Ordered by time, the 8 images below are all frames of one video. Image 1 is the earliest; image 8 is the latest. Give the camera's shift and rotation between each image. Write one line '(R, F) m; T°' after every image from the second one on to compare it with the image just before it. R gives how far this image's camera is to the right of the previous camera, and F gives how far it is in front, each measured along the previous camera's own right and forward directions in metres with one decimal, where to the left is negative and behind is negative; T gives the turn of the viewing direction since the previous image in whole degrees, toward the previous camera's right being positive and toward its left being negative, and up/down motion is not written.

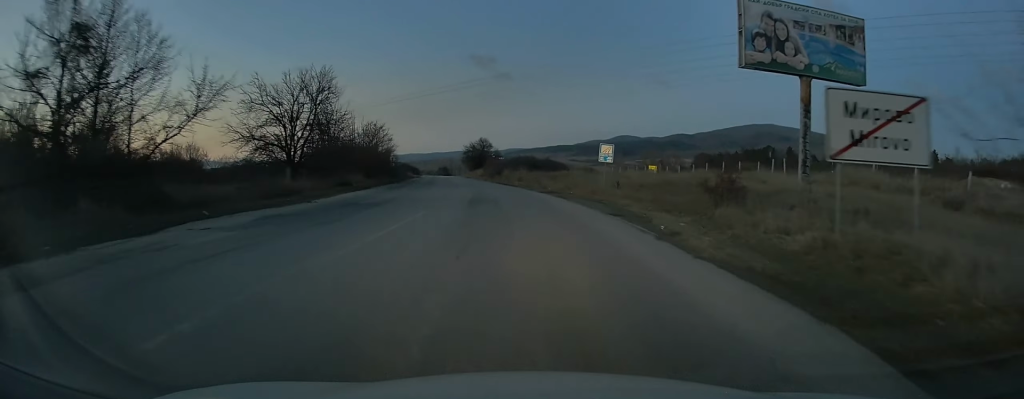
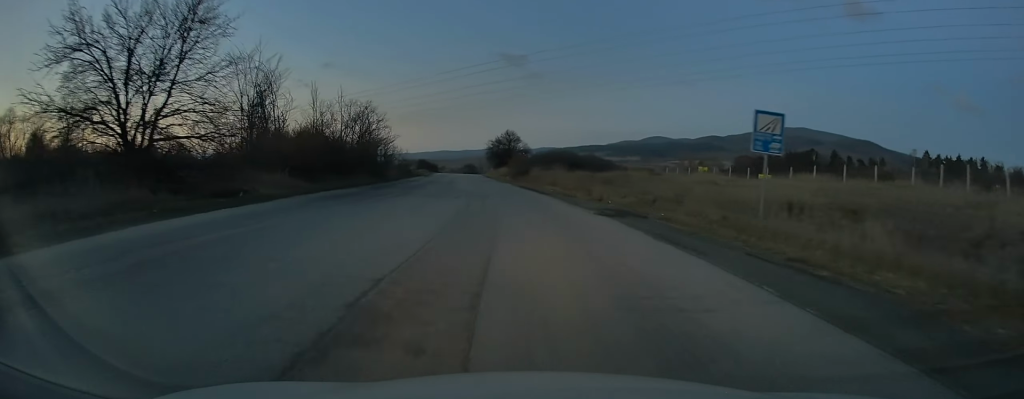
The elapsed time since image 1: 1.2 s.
(-0.3, +19.5) m; -3°
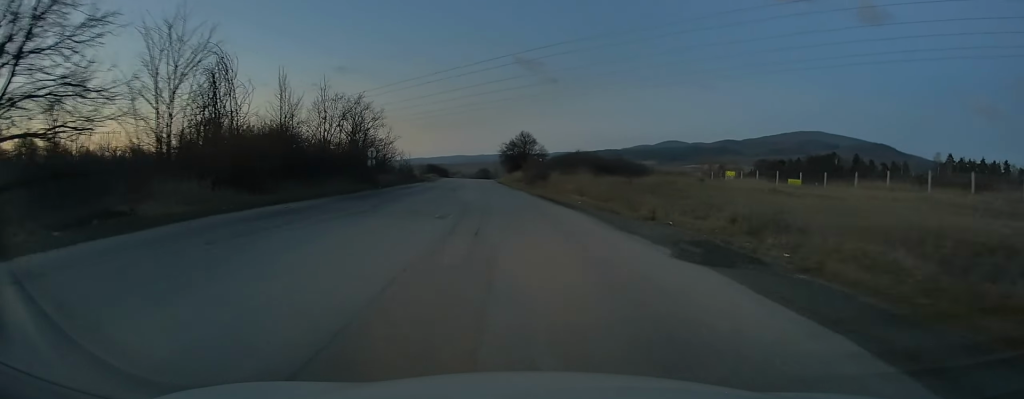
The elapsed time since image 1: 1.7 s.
(-0.2, +8.4) m; -2°
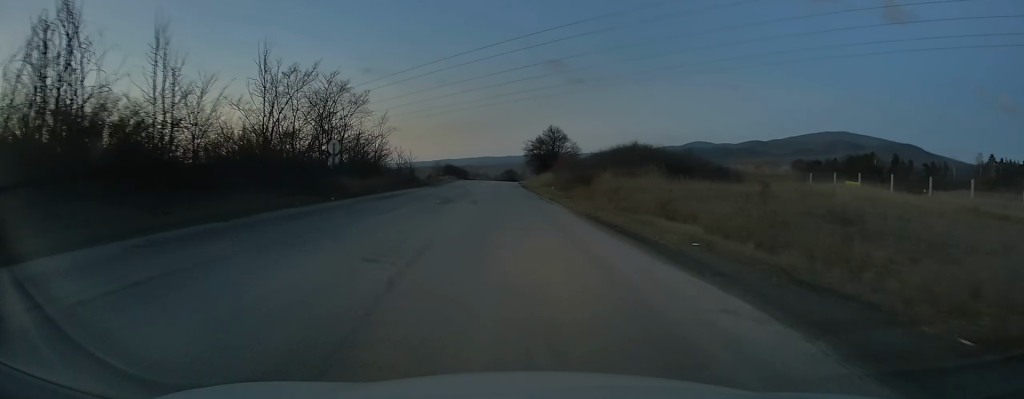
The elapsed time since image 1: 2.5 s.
(-0.3, +14.6) m; -2°
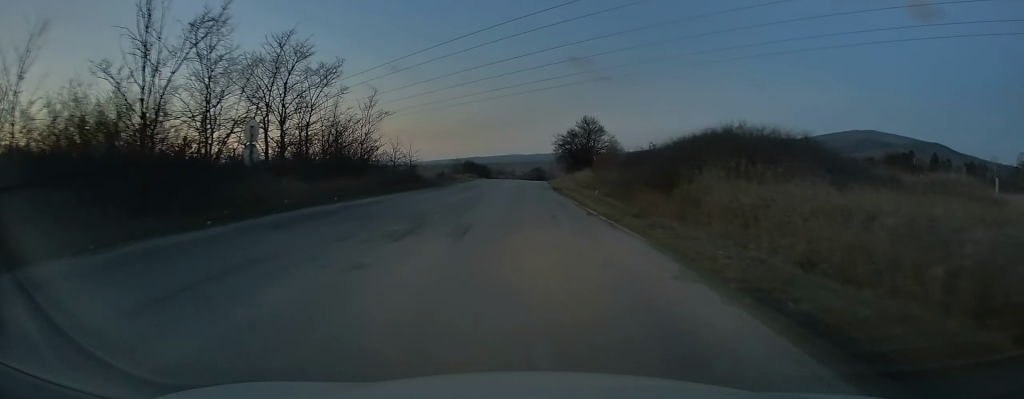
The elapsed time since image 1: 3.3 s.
(-0.1, +12.4) m; -1°
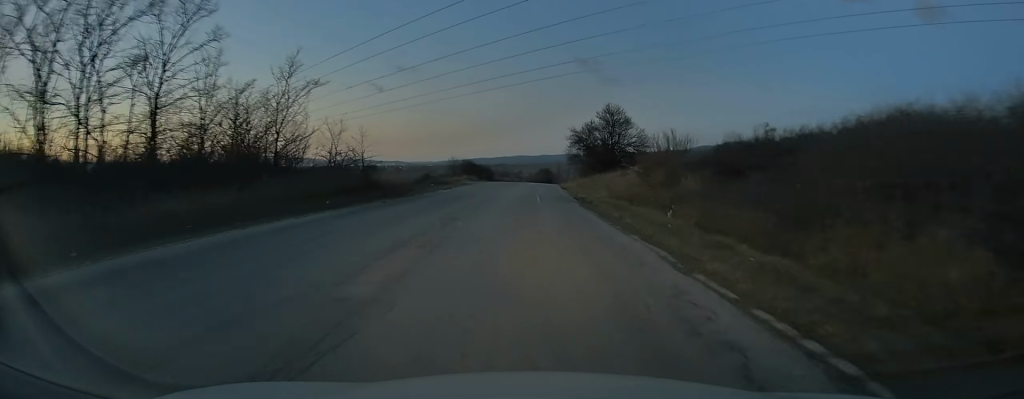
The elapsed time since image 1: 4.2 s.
(-0.1, +15.1) m; -1°
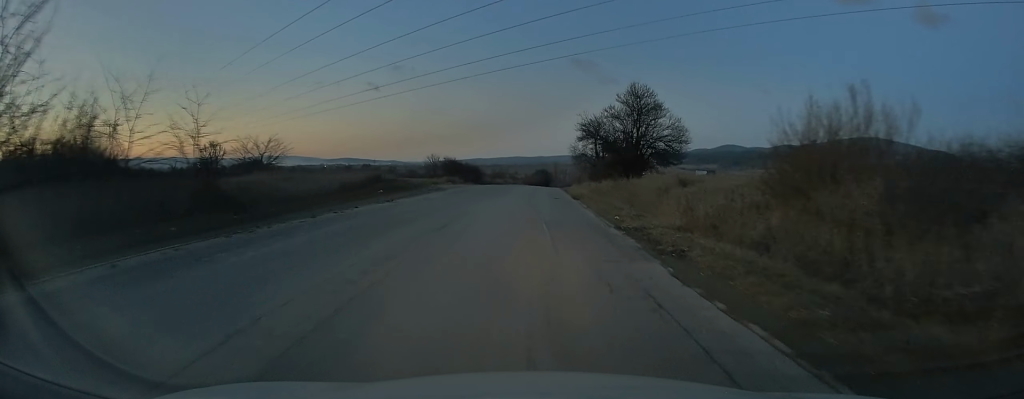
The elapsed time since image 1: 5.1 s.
(-0.2, +15.5) m; 0°
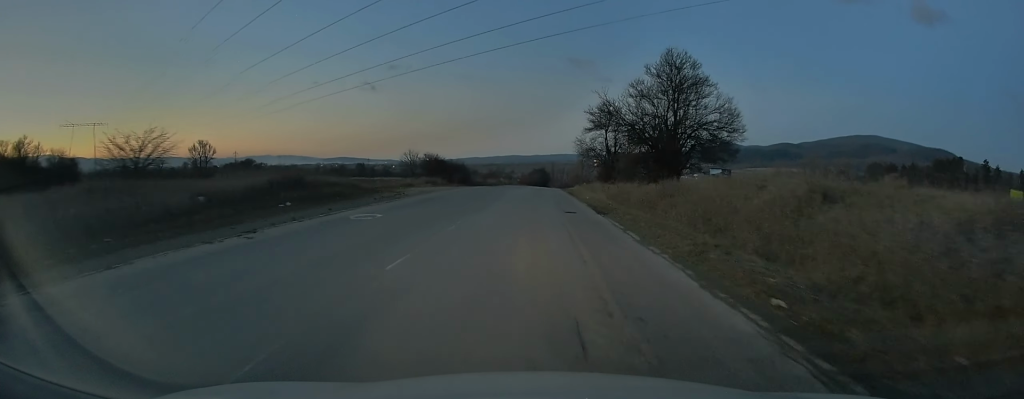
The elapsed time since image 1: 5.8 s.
(+0.3, +12.2) m; +1°
